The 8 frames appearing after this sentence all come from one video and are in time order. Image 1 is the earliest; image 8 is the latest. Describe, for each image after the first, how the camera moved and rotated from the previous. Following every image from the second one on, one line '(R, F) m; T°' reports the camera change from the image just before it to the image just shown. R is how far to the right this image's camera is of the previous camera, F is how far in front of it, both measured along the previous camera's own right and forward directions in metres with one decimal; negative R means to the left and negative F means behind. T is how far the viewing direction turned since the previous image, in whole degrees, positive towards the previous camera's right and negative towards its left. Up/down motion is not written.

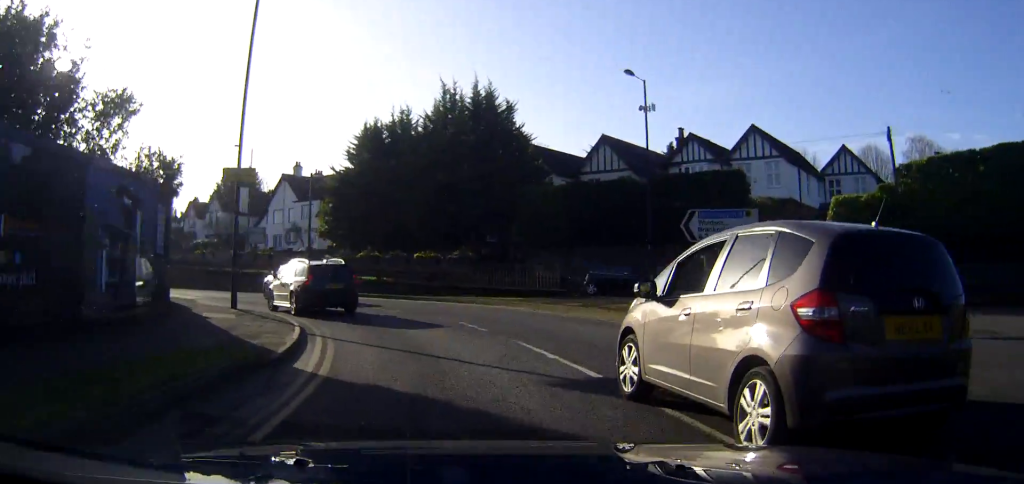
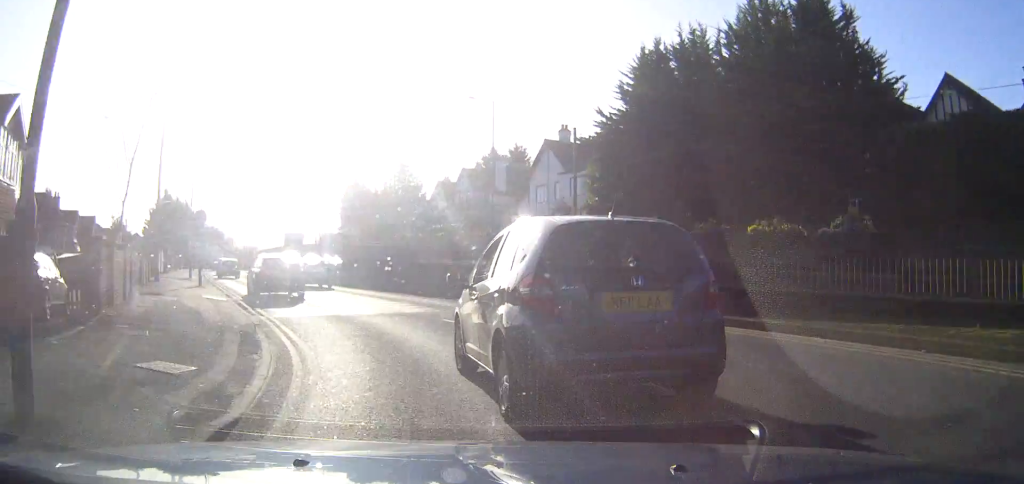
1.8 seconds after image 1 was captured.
(0.0, +14.5) m; -11°
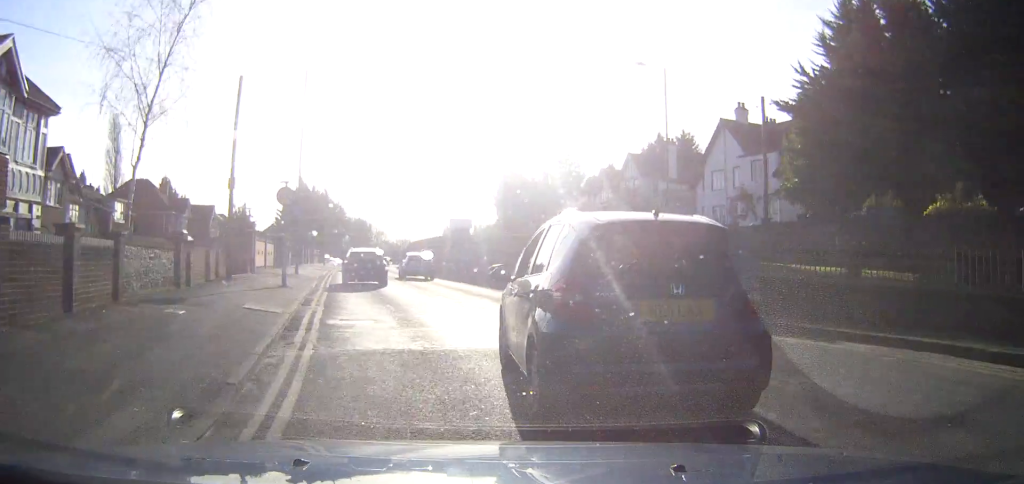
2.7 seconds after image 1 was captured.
(-1.1, +7.2) m; -16°
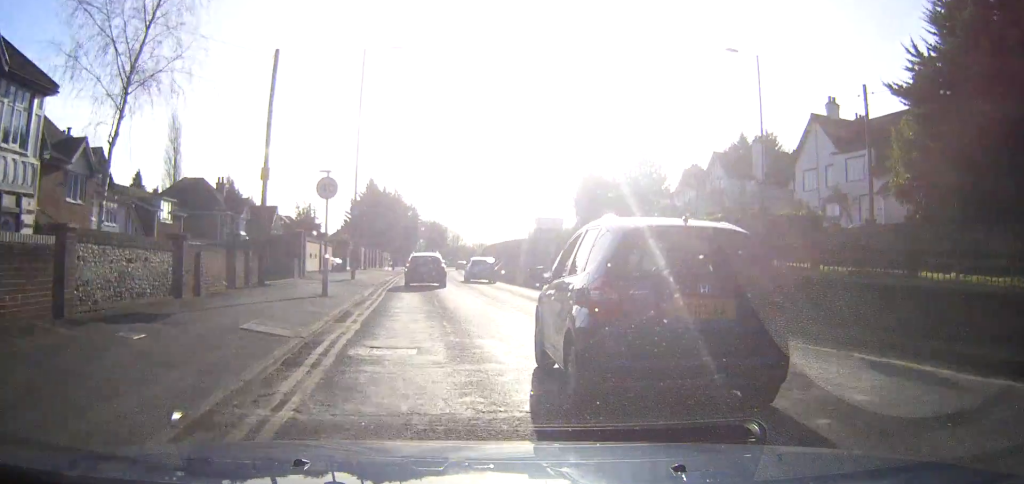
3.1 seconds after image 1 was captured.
(-0.3, +4.0) m; -9°
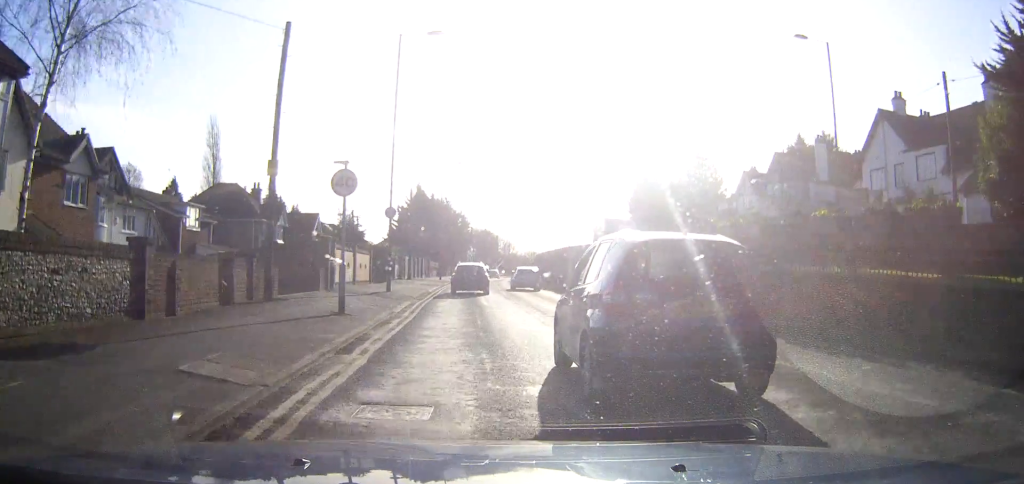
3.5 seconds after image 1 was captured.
(-0.4, +3.8) m; -4°
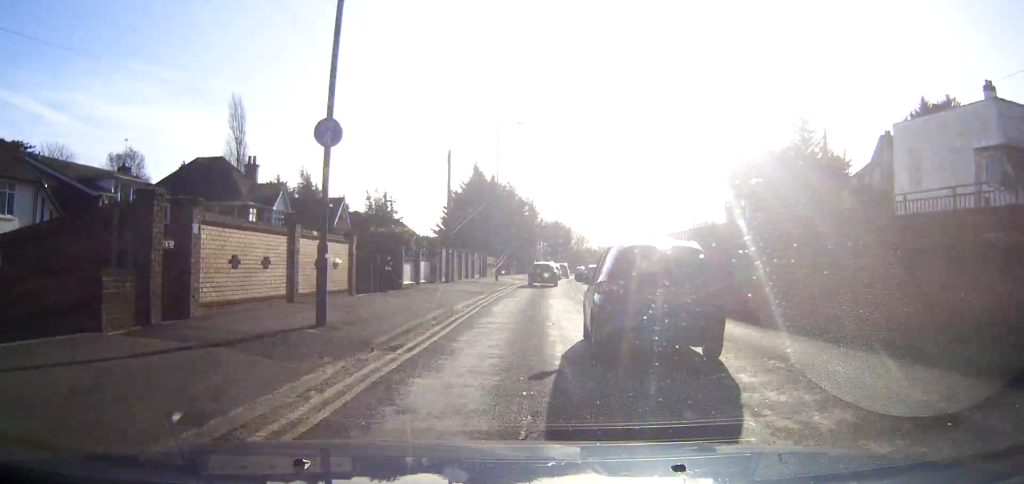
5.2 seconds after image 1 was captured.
(-1.6, +16.5) m; -7°
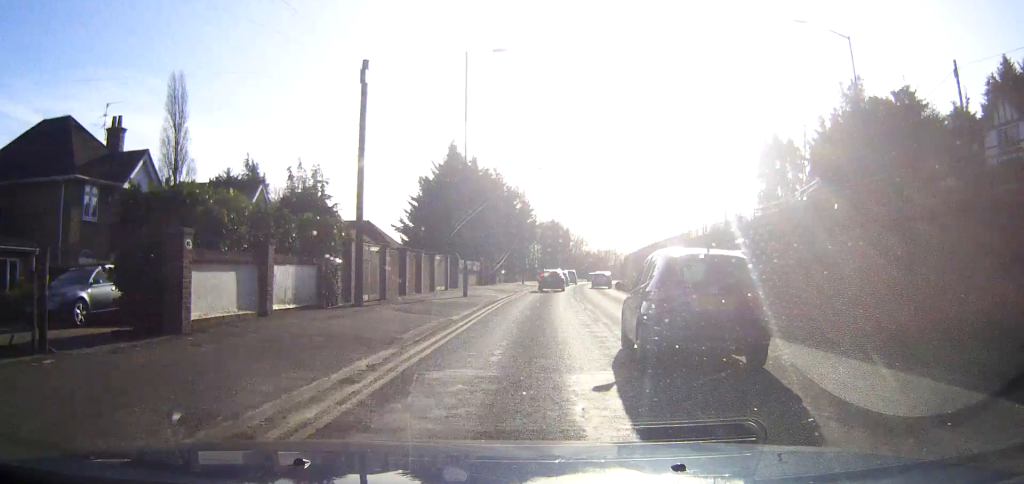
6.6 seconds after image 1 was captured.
(-0.1, +16.3) m; 0°
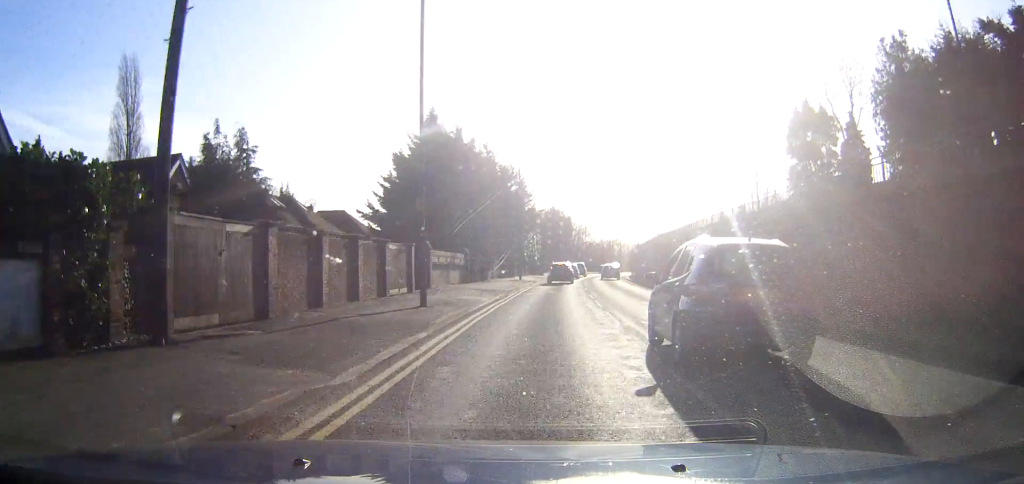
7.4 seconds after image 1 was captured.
(0.0, +9.9) m; 0°
